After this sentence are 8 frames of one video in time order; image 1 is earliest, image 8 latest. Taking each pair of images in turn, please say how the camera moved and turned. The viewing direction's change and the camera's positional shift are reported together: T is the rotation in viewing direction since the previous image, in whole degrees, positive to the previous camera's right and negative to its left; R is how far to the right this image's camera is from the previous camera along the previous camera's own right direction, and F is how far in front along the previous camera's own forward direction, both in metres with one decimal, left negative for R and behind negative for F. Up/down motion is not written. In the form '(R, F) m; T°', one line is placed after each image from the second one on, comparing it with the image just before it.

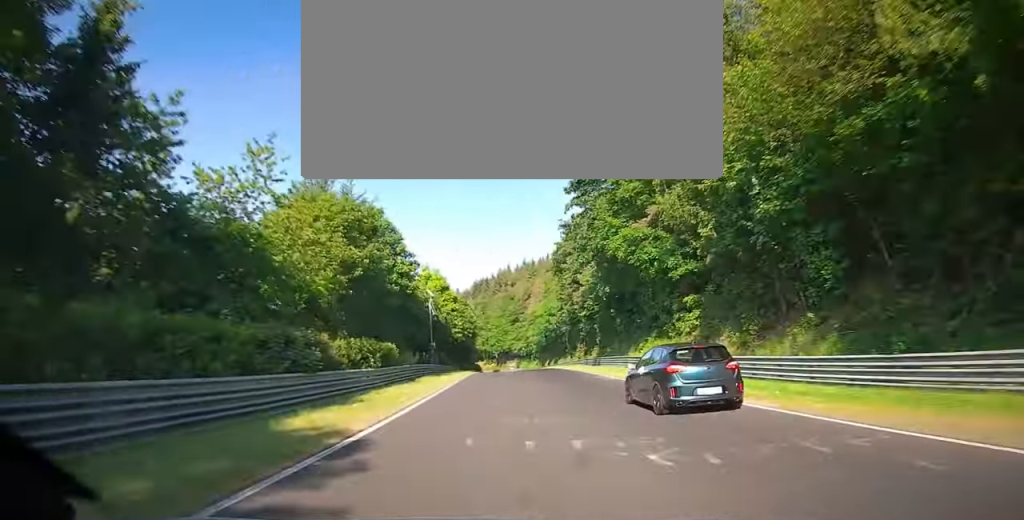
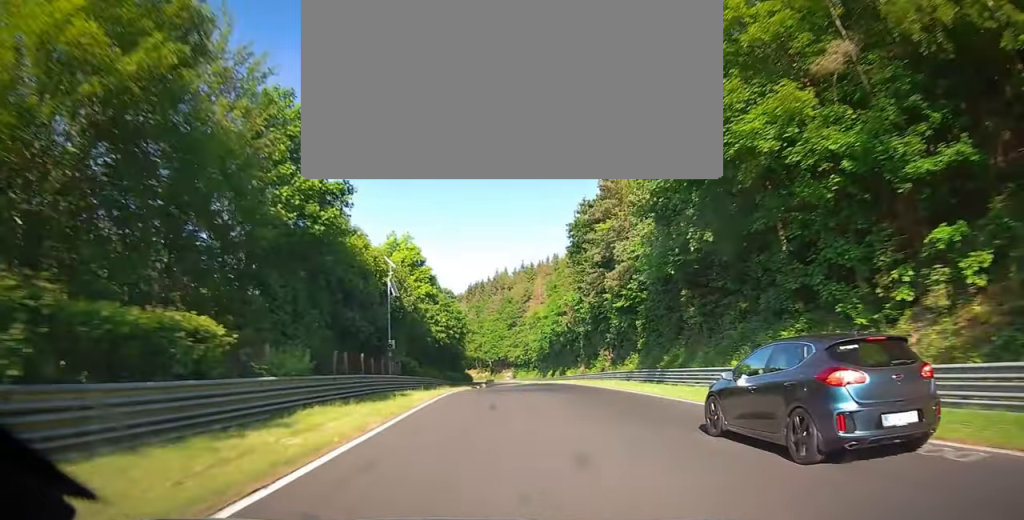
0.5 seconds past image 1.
(+0.2, +20.8) m; +1°
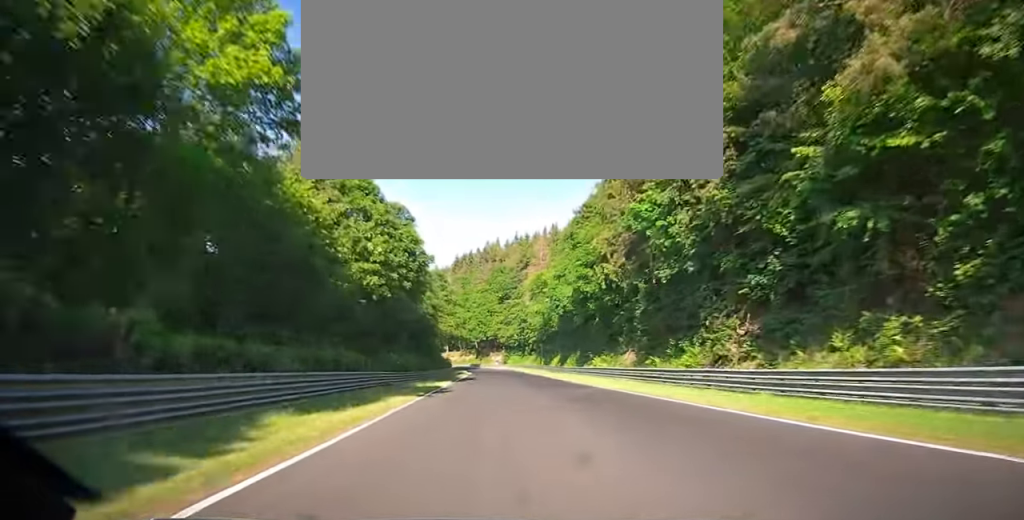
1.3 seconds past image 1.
(+0.4, +32.9) m; 0°
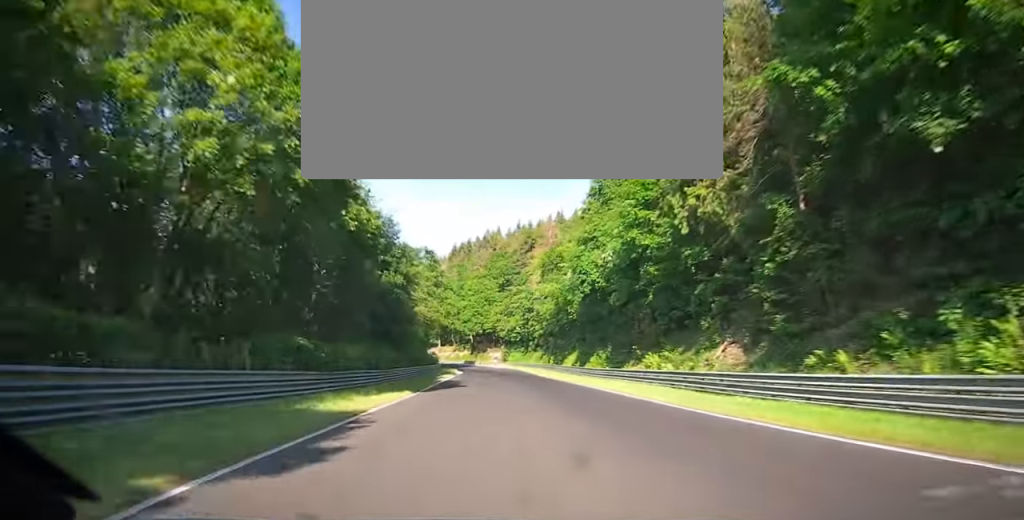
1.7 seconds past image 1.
(+0.1, +19.9) m; 0°
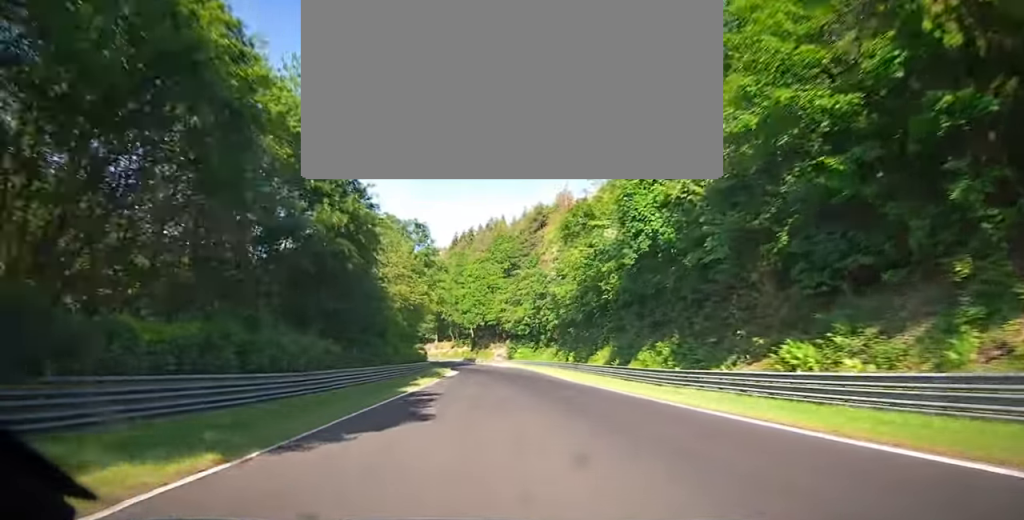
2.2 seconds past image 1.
(0.0, +17.3) m; -1°
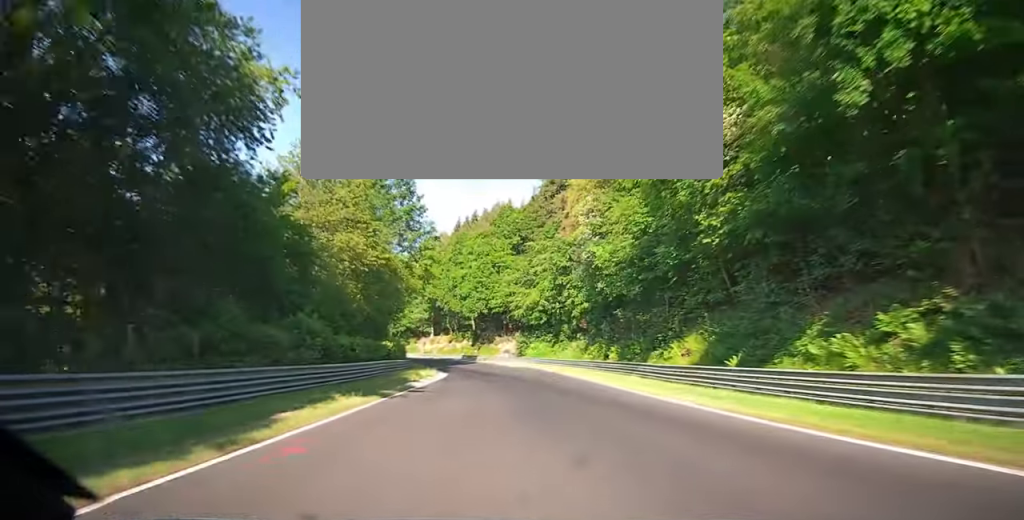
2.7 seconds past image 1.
(0.0, +20.8) m; -1°
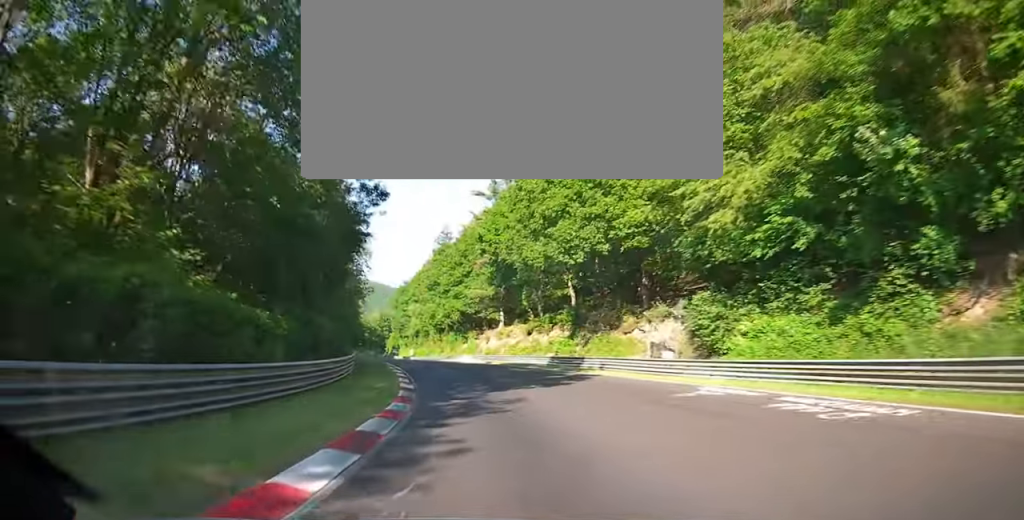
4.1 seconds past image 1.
(-1.6, +47.6) m; -6°
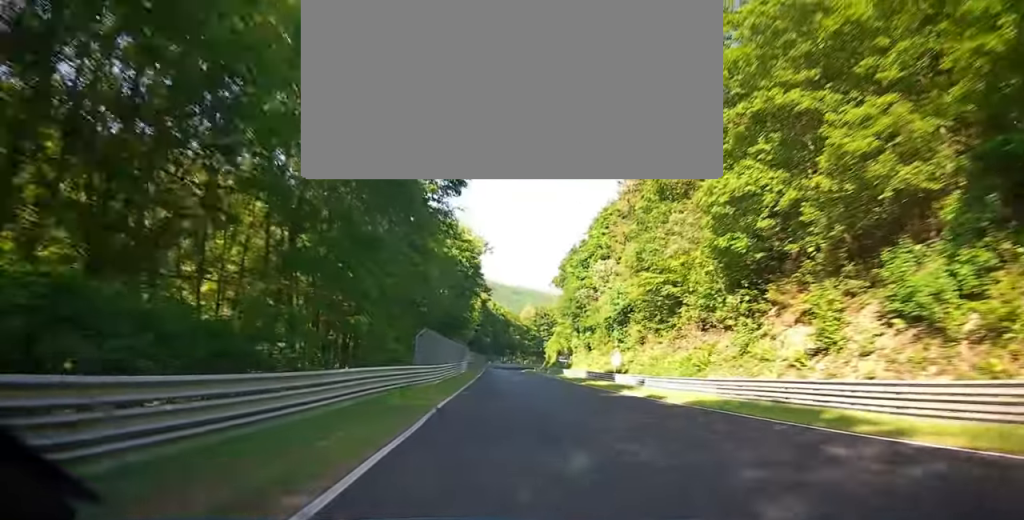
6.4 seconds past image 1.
(-10.7, +69.1) m; -16°
